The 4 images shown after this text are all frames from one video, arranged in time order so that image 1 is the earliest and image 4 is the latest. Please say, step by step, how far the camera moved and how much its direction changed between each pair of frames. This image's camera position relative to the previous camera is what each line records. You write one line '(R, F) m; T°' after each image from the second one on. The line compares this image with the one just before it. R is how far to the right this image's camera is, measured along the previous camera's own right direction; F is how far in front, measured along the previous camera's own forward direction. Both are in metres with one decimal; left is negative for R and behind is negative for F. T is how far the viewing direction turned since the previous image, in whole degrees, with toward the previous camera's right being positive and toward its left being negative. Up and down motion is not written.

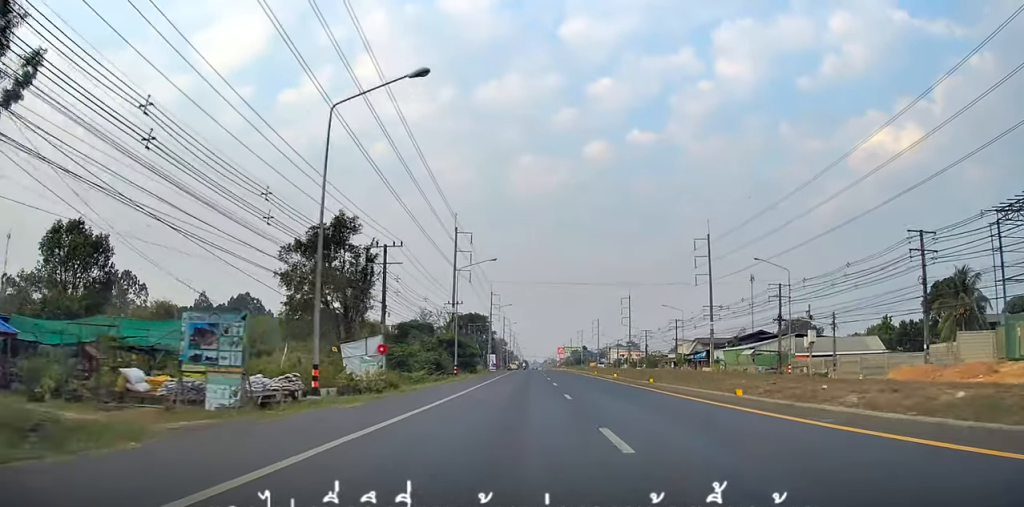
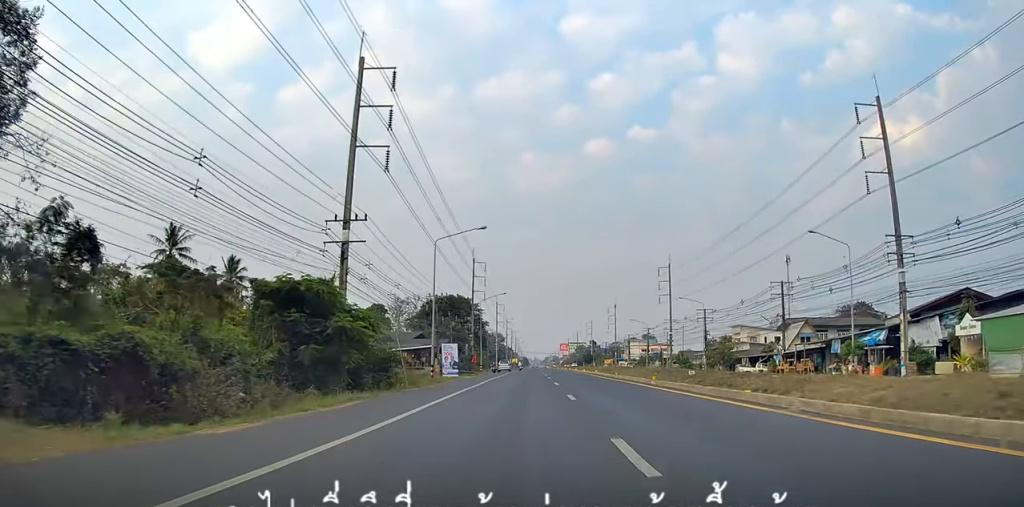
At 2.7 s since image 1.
(+0.1, +49.4) m; +1°
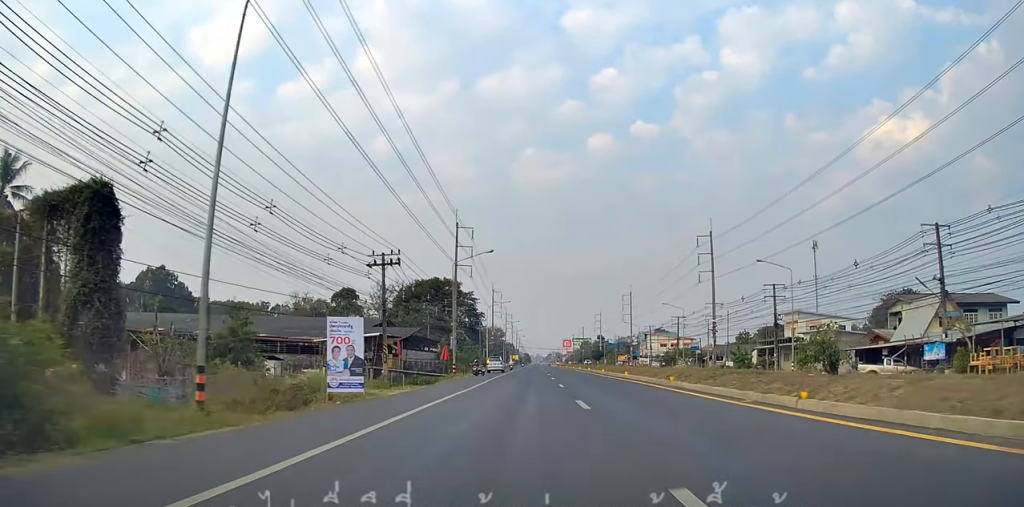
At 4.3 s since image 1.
(0.0, +28.3) m; +1°
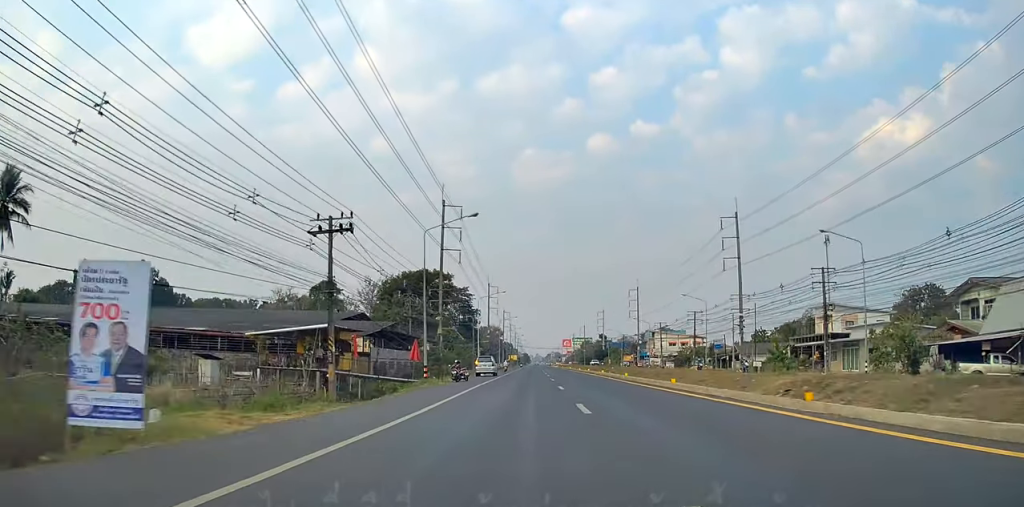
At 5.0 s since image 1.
(+0.2, +12.7) m; 0°
